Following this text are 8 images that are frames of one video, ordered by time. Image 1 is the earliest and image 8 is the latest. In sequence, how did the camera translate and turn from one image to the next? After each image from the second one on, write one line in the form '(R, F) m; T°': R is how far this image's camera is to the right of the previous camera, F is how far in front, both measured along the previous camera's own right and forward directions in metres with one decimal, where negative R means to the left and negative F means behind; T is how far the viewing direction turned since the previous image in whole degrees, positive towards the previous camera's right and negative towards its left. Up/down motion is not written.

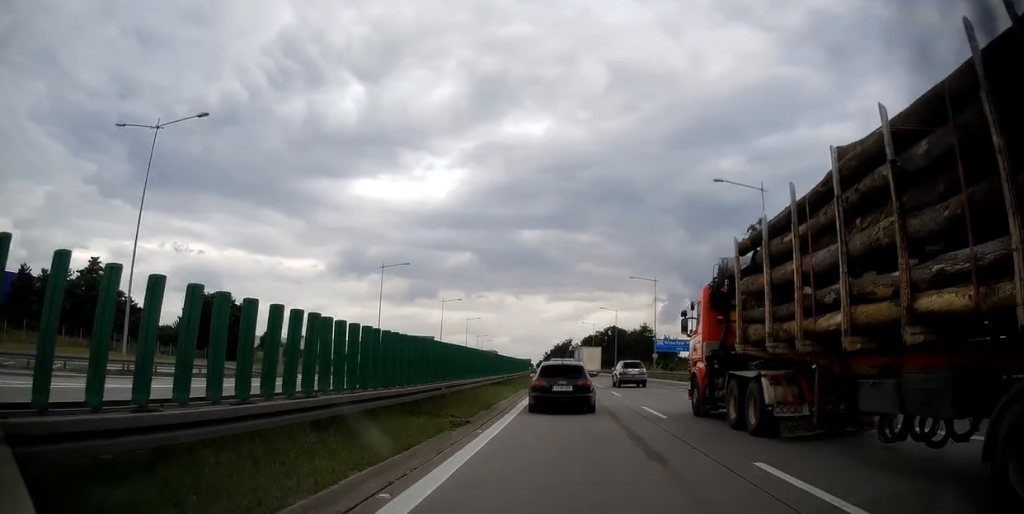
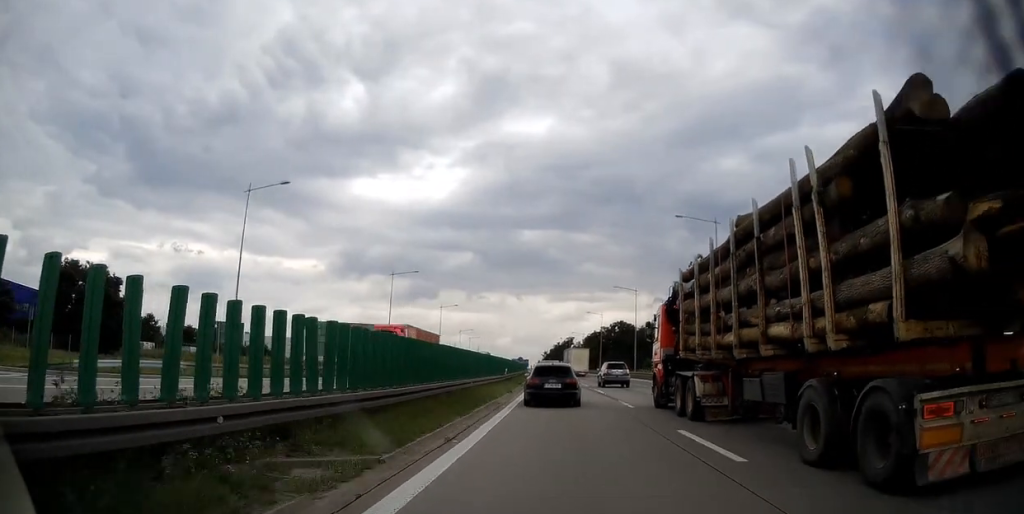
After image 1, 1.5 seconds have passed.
(-0.4, +31.2) m; -1°
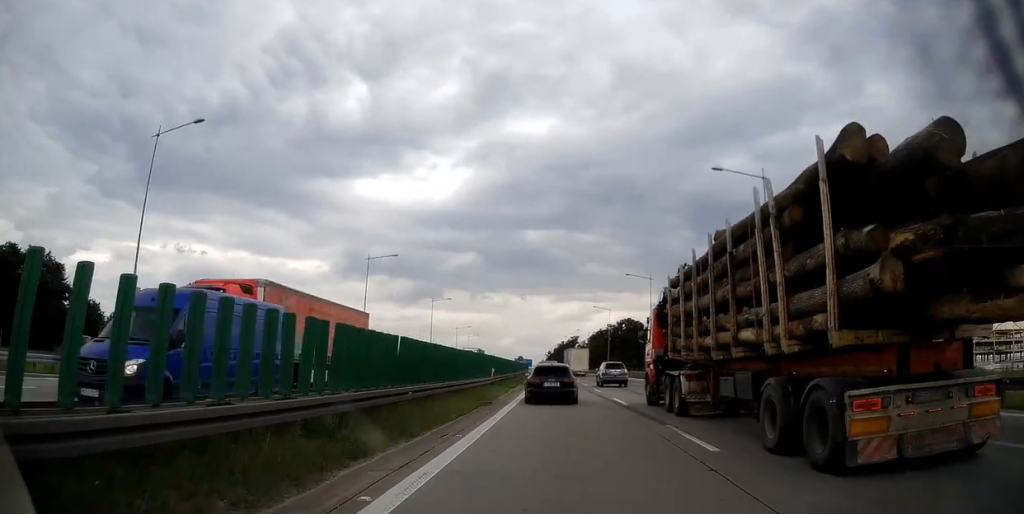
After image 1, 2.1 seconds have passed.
(0.0, +10.9) m; 0°
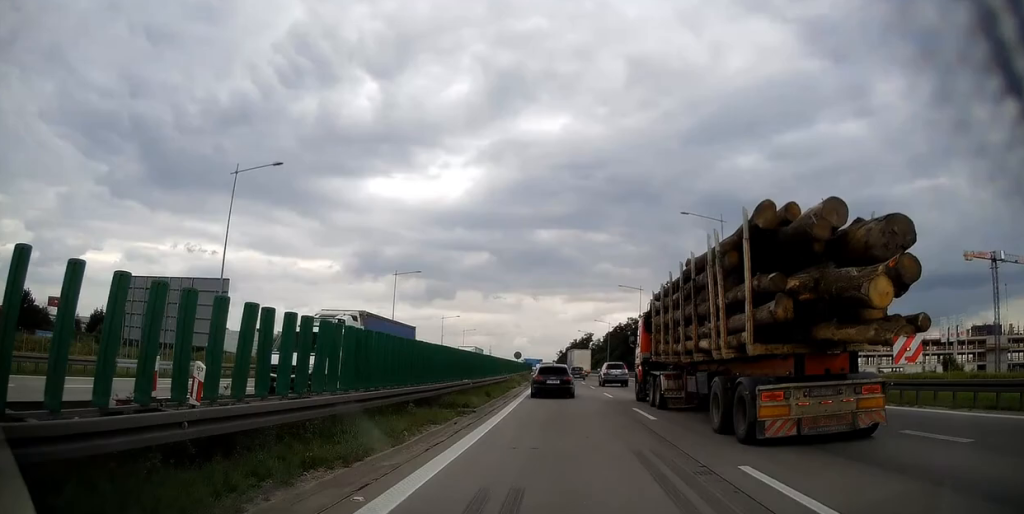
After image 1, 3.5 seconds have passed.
(0.0, +29.6) m; 0°
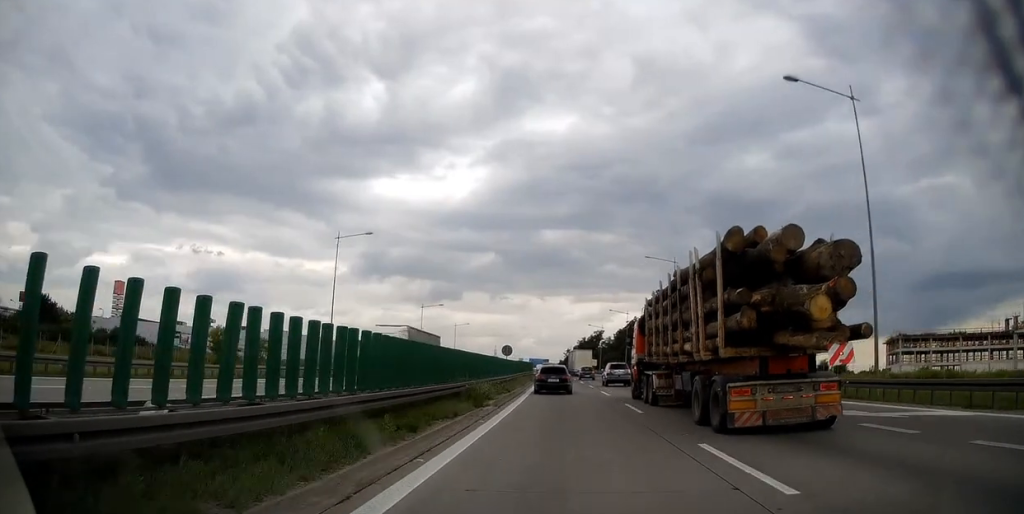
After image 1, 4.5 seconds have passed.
(0.0, +21.8) m; -1°
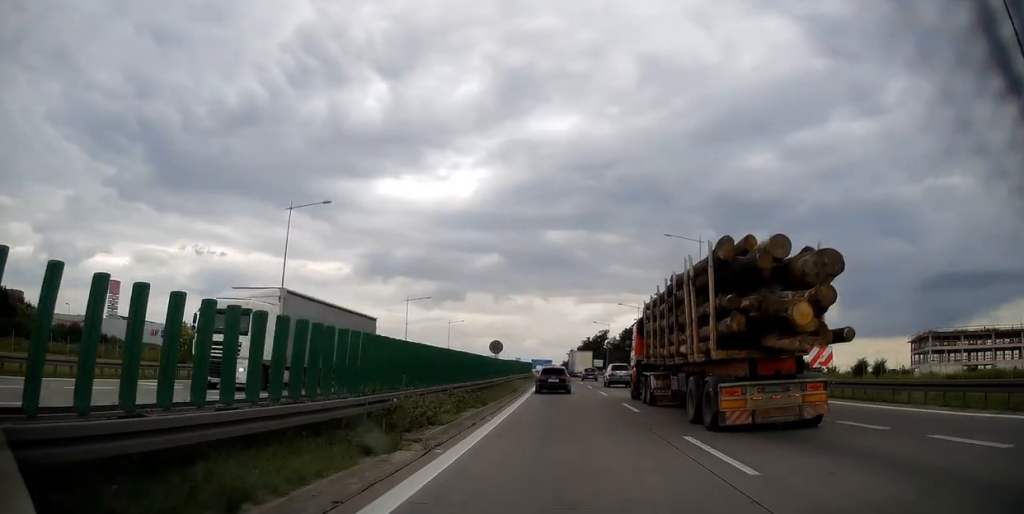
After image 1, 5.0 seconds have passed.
(-0.3, +10.7) m; -1°
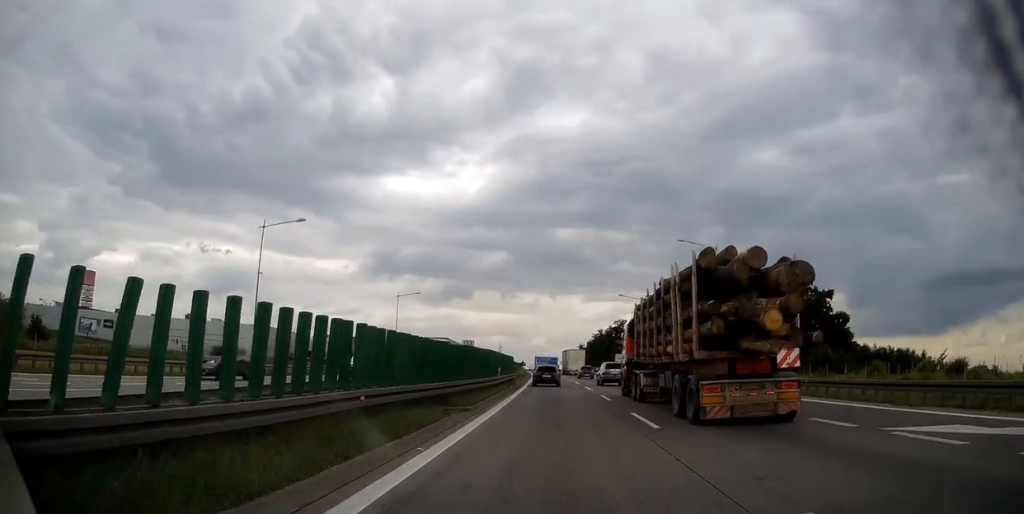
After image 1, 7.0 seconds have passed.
(-0.5, +41.8) m; 0°
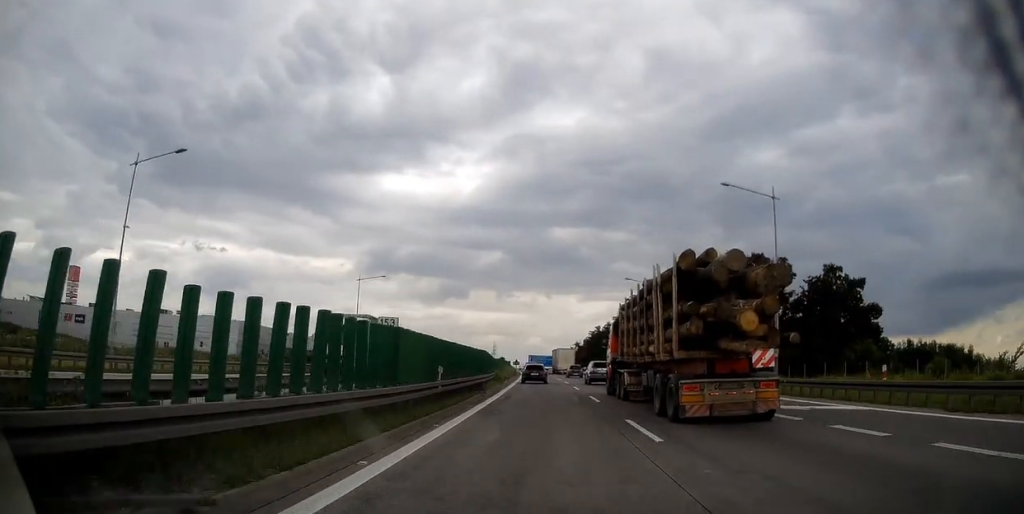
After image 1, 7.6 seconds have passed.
(-0.1, +13.7) m; +1°
